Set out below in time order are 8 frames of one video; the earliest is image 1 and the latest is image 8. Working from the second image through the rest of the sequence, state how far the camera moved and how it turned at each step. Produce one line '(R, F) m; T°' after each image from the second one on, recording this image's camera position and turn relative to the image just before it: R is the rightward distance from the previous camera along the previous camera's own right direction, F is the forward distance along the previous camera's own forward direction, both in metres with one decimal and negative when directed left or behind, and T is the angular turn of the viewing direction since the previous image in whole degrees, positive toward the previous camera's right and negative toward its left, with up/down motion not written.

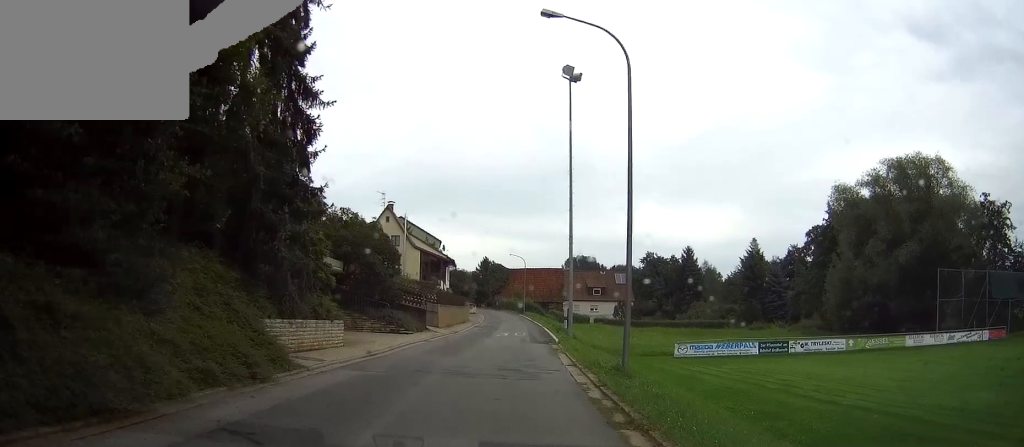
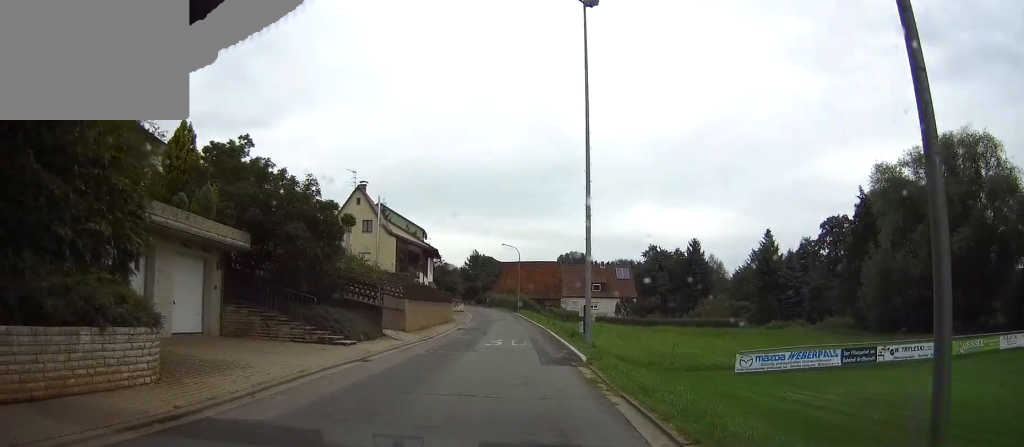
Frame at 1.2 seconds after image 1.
(+0.1, +11.2) m; +1°
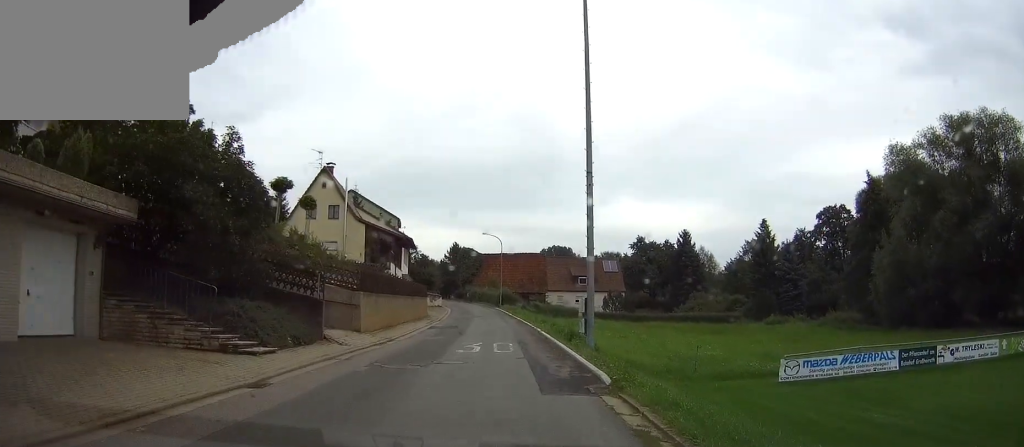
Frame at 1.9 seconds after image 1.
(0.0, +6.1) m; 0°
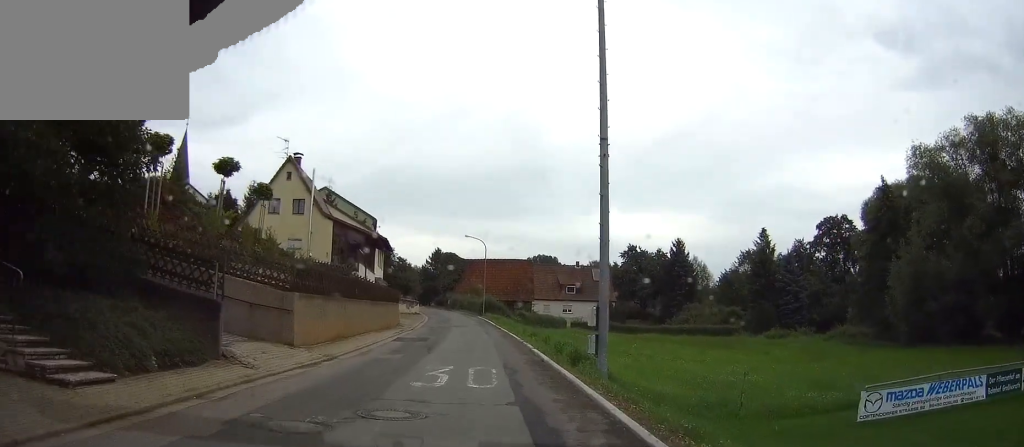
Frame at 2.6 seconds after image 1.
(0.0, +6.1) m; 0°
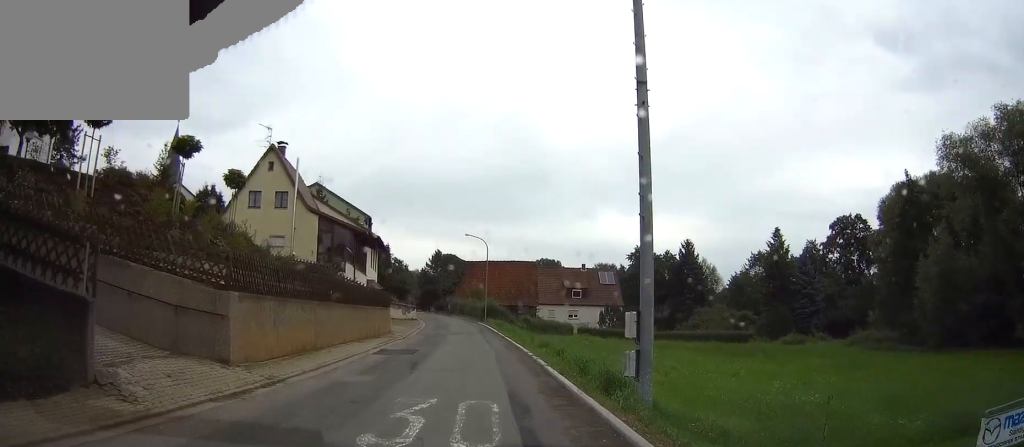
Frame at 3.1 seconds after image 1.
(0.0, +4.6) m; +1°
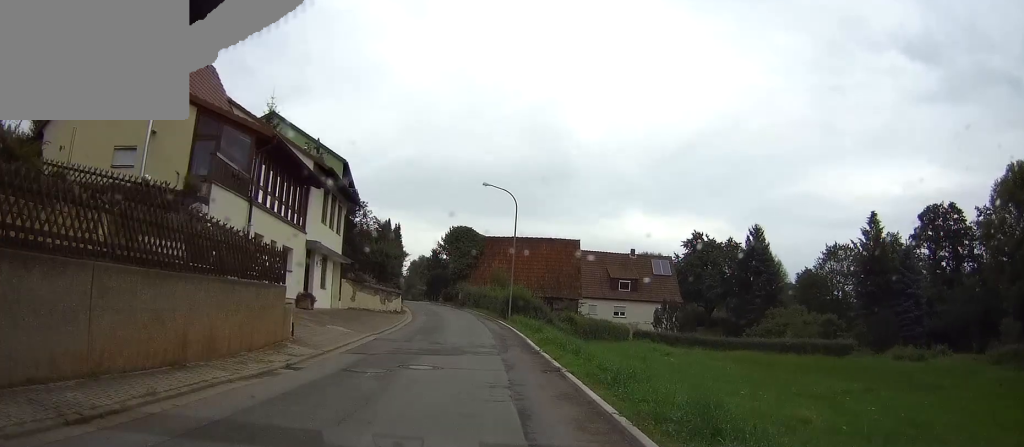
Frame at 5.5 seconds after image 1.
(0.0, +22.7) m; -1°
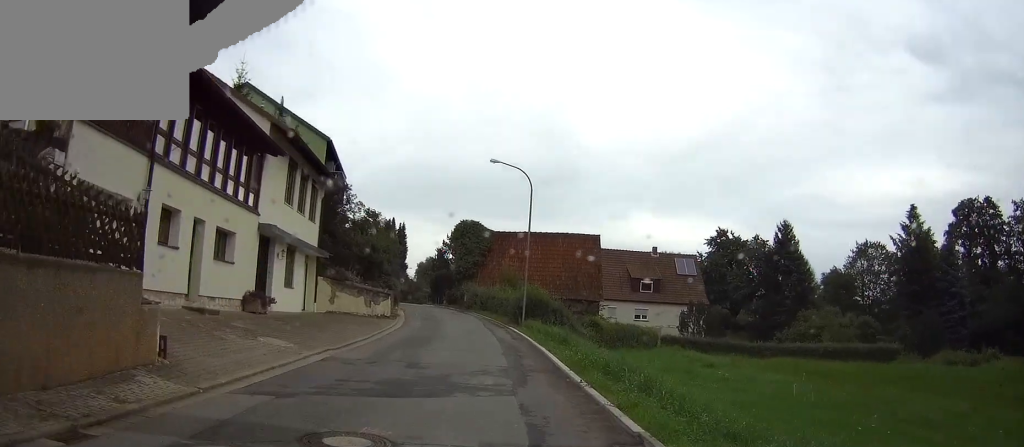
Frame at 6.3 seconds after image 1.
(+0.2, +7.4) m; -1°
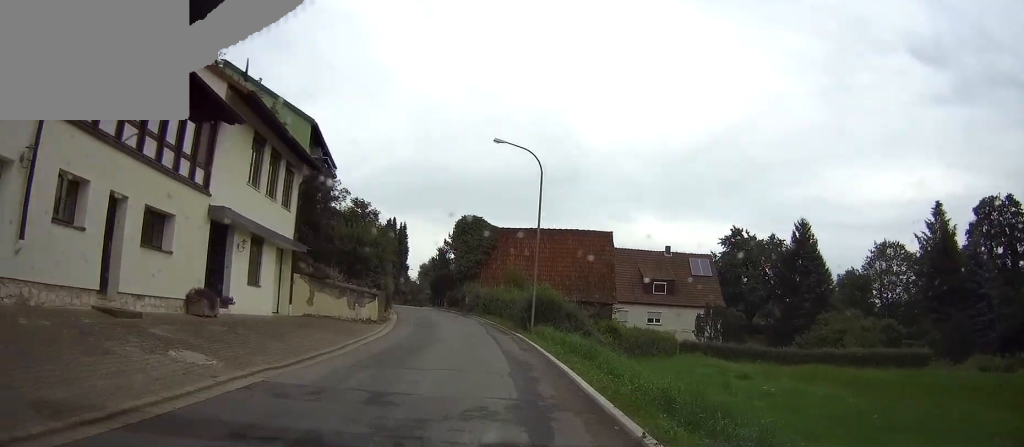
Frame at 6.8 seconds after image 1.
(-0.2, +4.6) m; -1°
